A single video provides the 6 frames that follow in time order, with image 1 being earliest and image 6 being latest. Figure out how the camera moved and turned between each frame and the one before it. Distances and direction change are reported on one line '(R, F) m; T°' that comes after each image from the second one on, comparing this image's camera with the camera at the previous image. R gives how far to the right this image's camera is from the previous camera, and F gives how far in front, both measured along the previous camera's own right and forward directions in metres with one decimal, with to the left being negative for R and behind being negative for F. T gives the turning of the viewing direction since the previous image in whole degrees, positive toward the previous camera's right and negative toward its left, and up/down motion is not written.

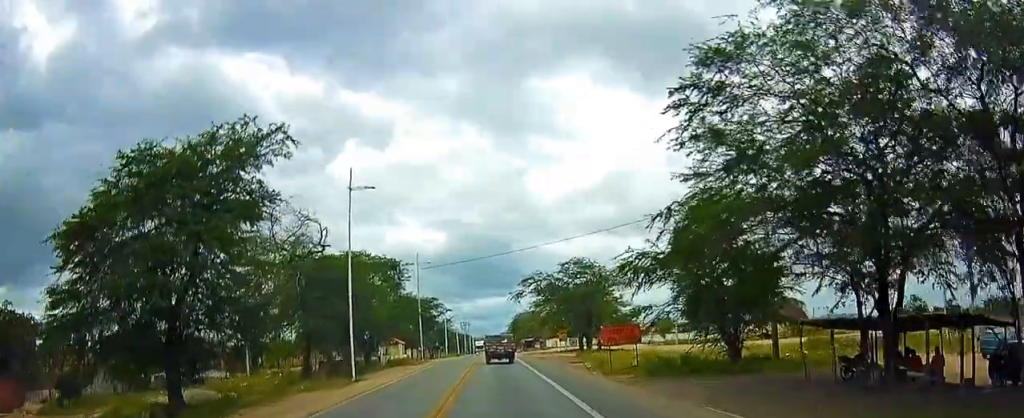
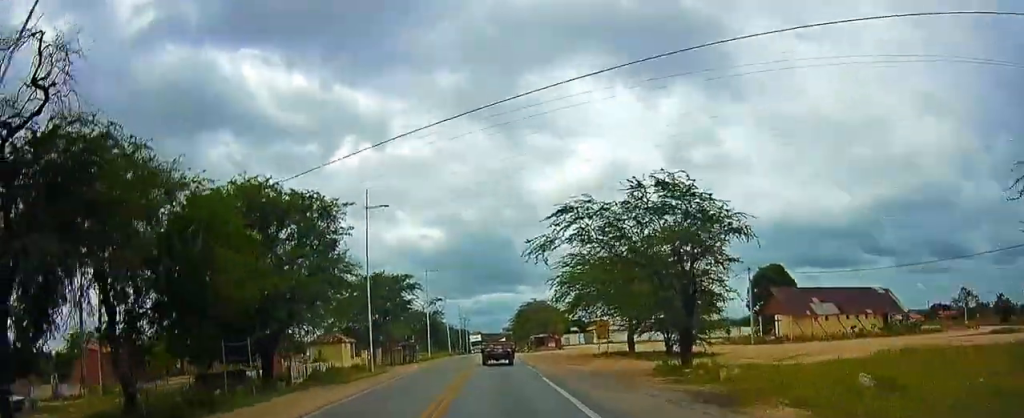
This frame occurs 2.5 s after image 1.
(+0.6, +25.7) m; 0°
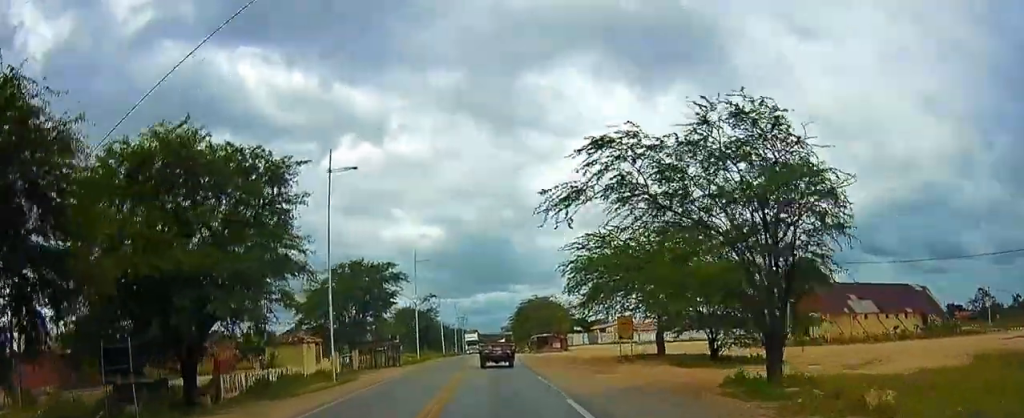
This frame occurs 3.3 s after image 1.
(-0.1, +8.6) m; -1°
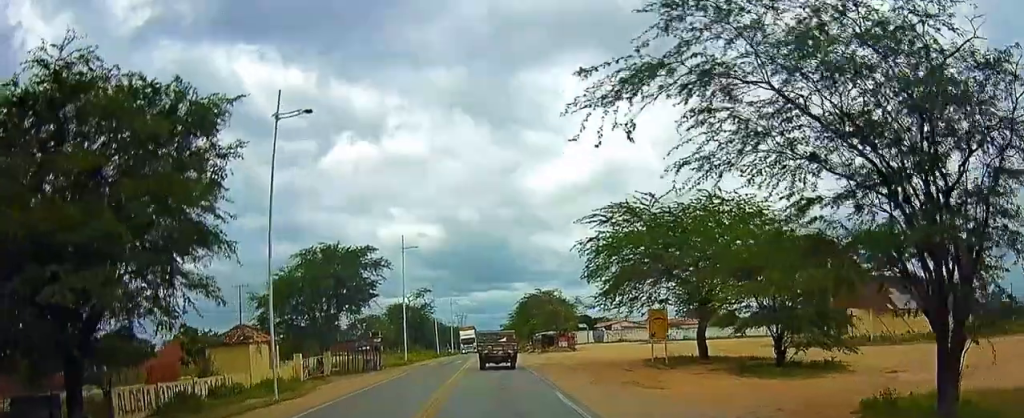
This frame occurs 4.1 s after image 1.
(0.0, +7.9) m; 0°
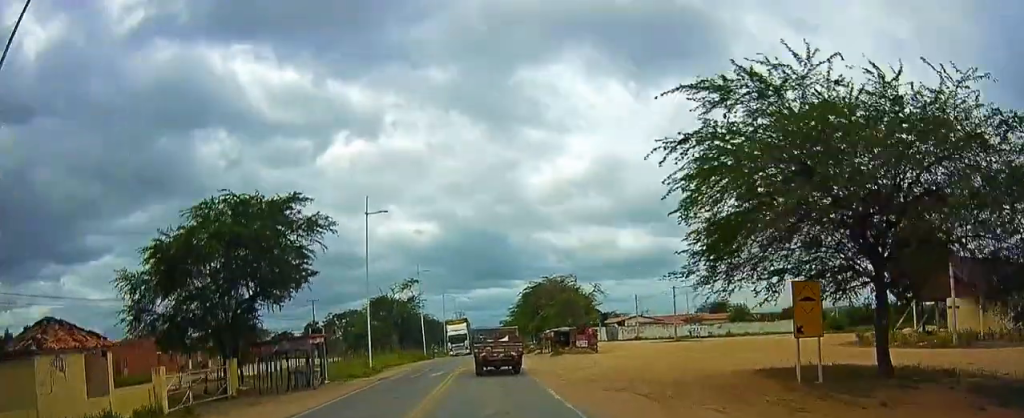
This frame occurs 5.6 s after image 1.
(+0.1, +15.7) m; +2°
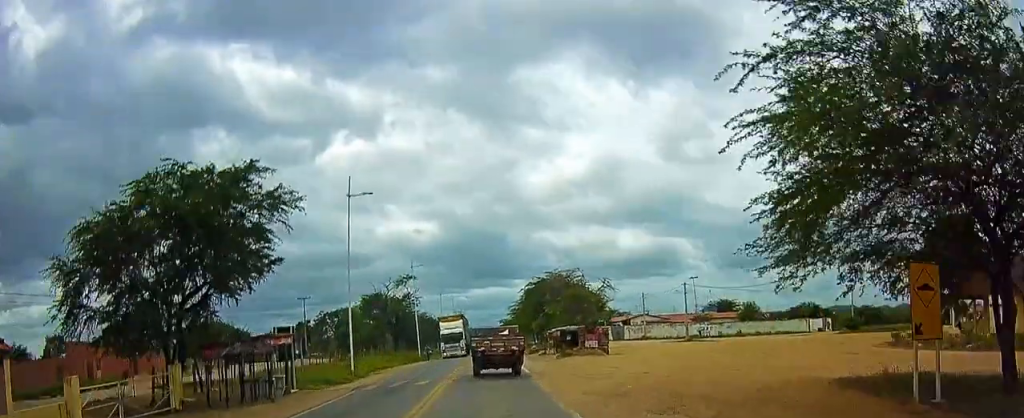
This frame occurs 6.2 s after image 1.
(+0.1, +5.7) m; +1°
